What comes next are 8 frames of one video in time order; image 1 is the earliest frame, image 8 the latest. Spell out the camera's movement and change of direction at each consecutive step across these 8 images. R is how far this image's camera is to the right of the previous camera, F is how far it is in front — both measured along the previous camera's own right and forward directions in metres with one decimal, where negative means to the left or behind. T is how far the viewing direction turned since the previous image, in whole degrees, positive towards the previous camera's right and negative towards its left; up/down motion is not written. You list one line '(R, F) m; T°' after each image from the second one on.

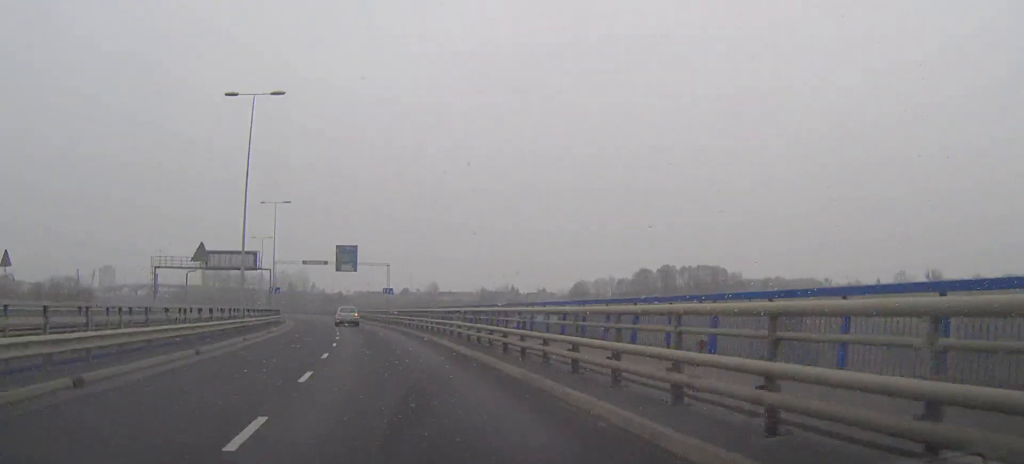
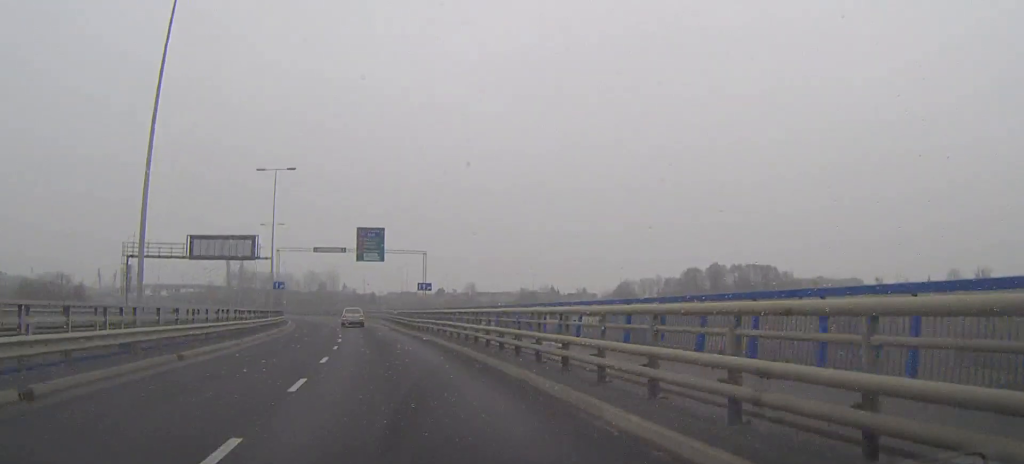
(-0.4, +19.5) m; -2°
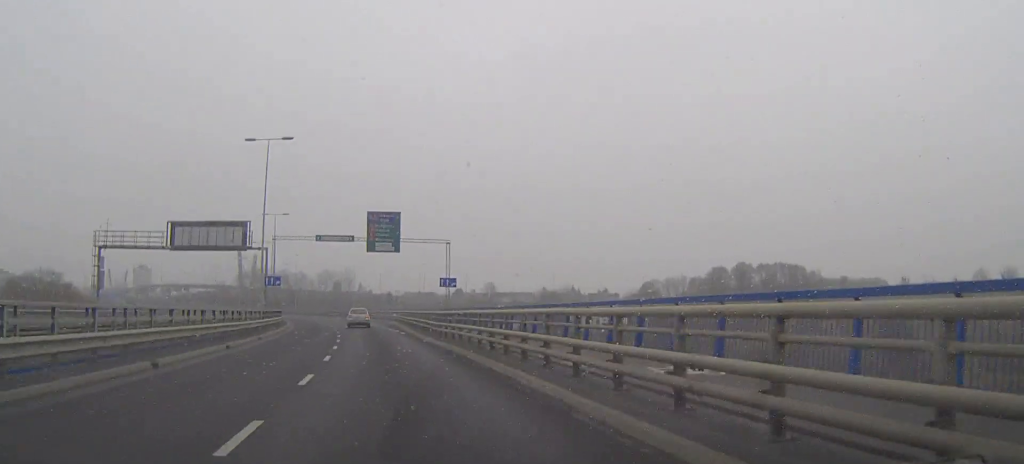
(-0.2, +10.6) m; -1°
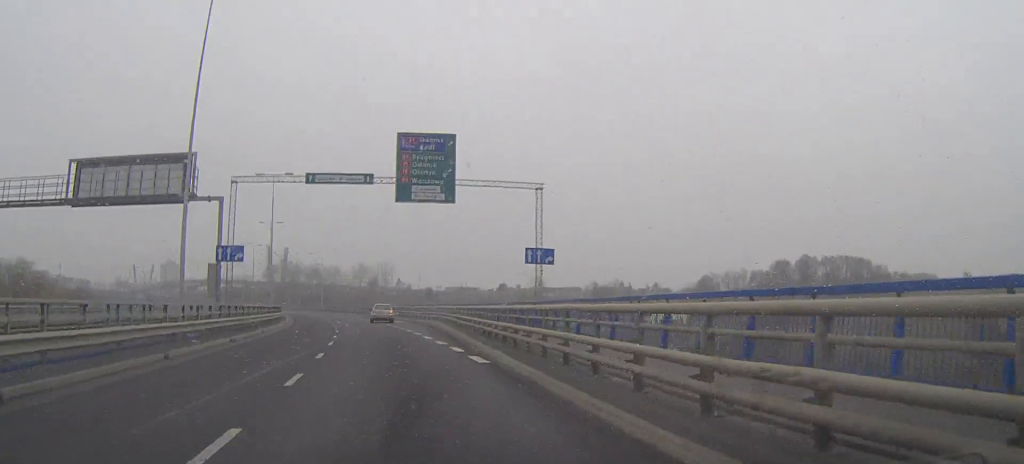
(-0.6, +25.0) m; -3°
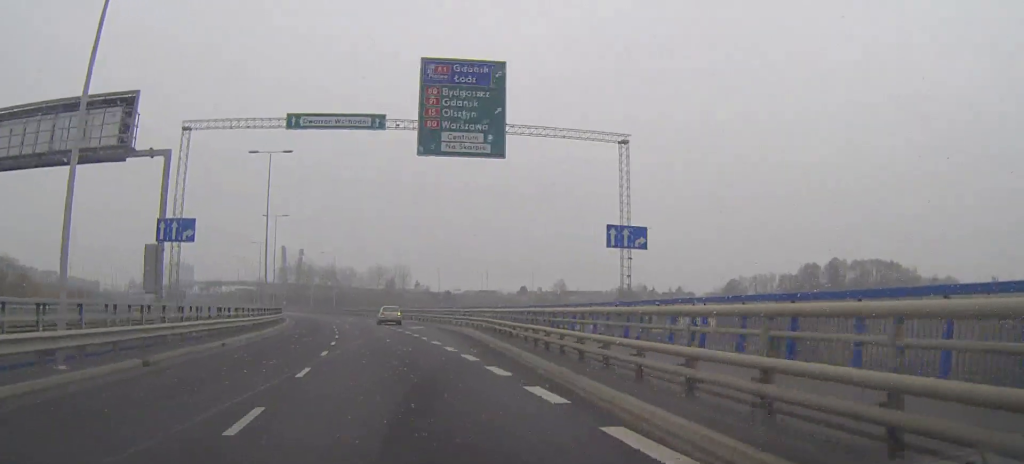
(-0.3, +10.6) m; -2°
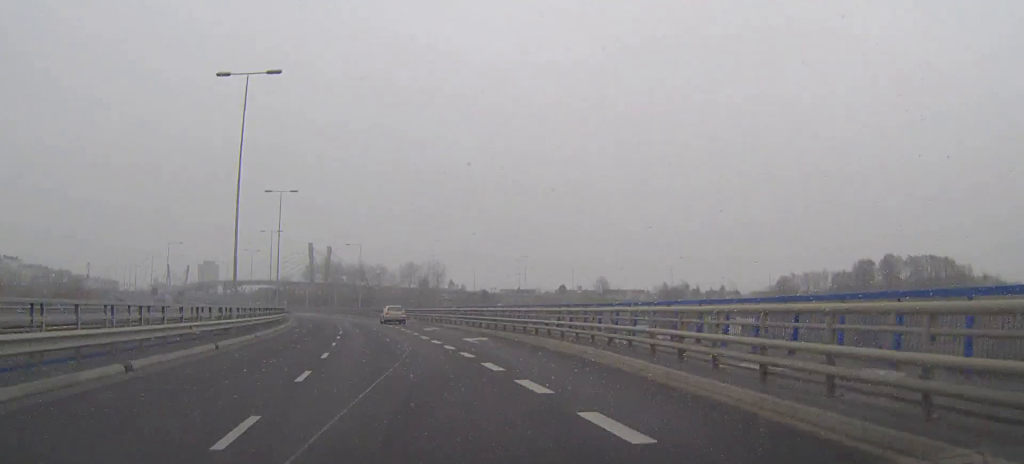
(-0.4, +18.7) m; -2°
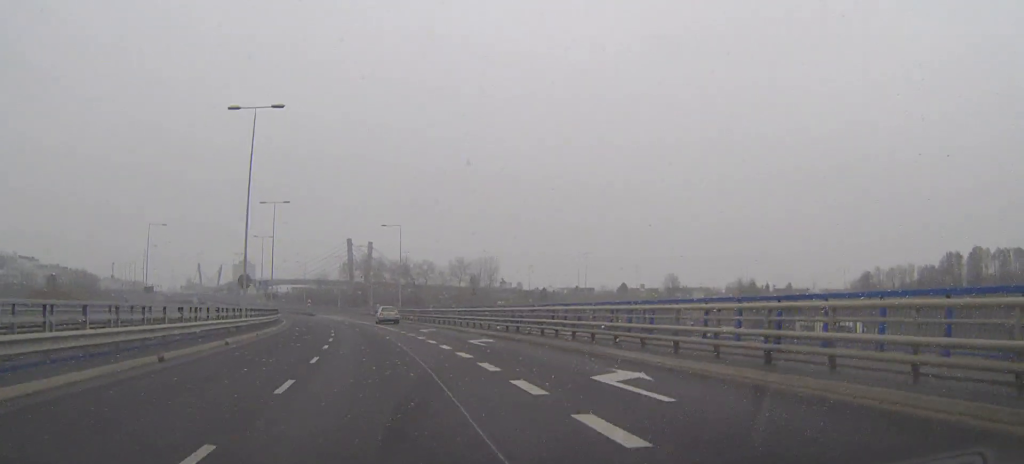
(-1.0, +31.2) m; -3°
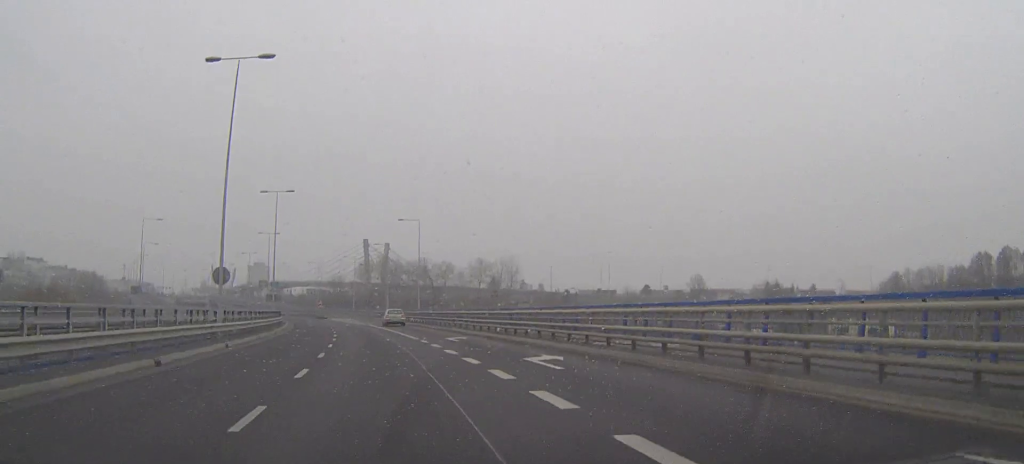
(-0.1, +9.0) m; -1°
